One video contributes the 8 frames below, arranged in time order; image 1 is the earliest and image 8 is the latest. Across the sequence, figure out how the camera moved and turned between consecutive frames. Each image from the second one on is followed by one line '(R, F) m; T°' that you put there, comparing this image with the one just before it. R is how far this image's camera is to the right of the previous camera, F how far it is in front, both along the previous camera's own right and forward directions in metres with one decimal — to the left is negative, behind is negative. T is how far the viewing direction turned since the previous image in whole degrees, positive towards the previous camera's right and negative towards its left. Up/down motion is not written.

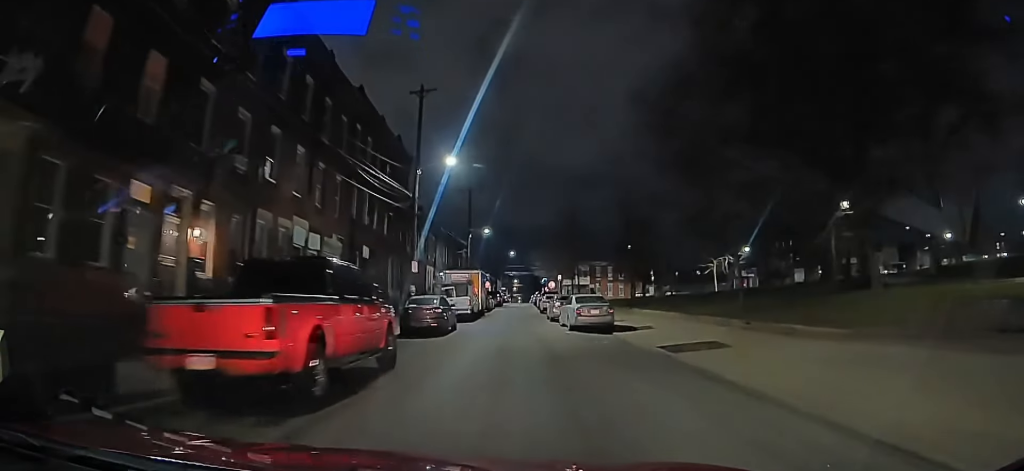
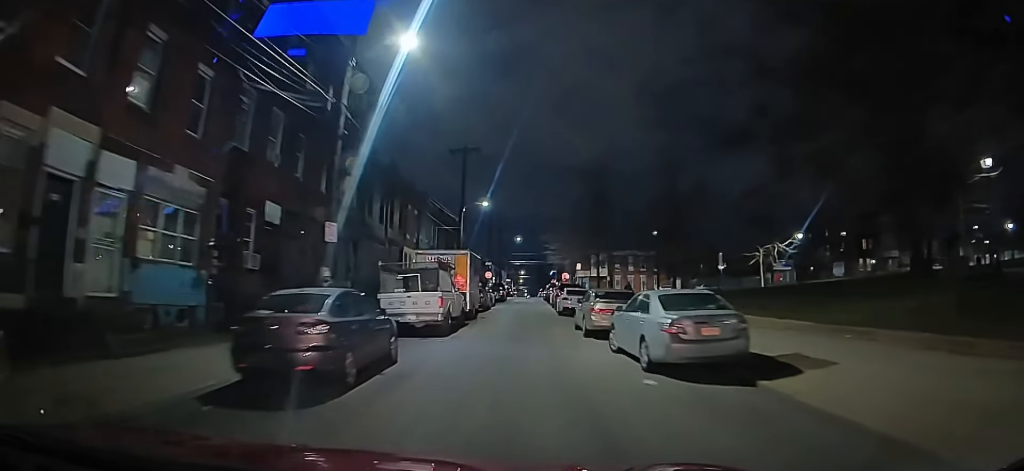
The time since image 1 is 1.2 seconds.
(0.0, +12.2) m; 0°
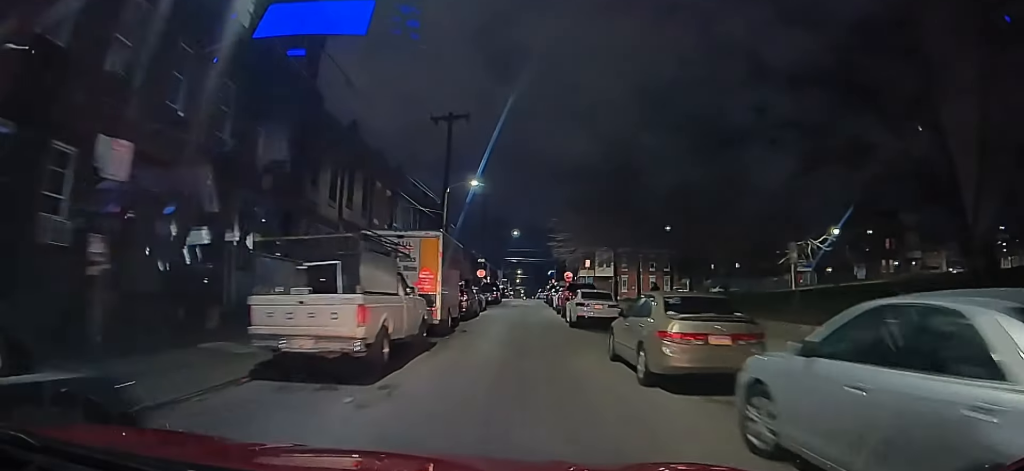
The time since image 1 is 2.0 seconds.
(0.0, +8.2) m; +2°
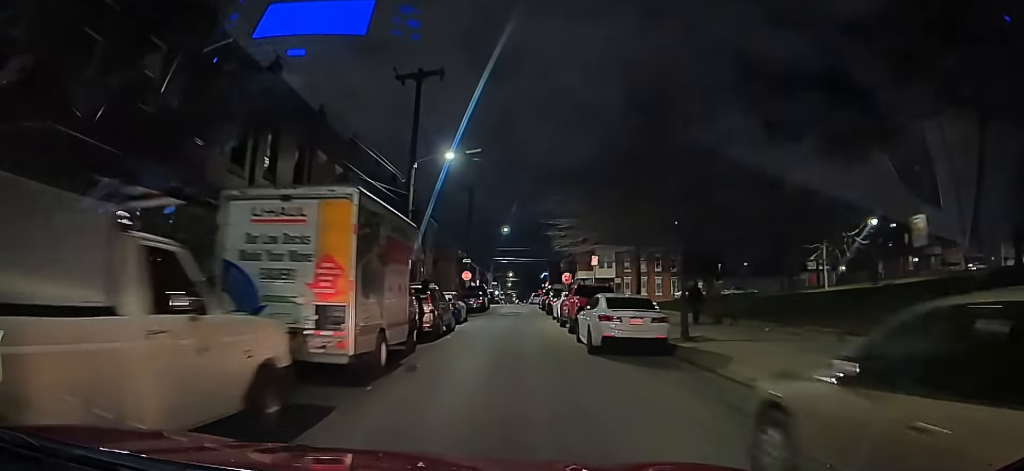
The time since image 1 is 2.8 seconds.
(+0.1, +7.7) m; +2°
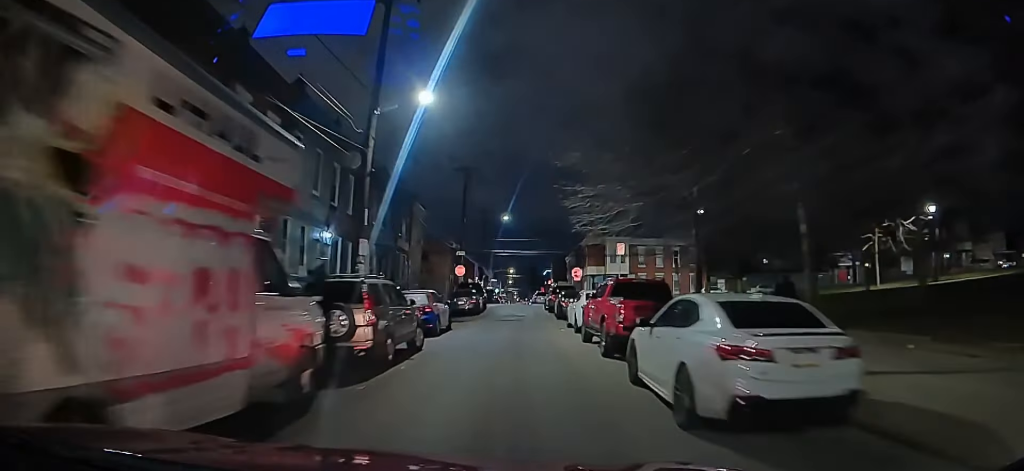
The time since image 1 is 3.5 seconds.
(+0.3, +7.5) m; 0°
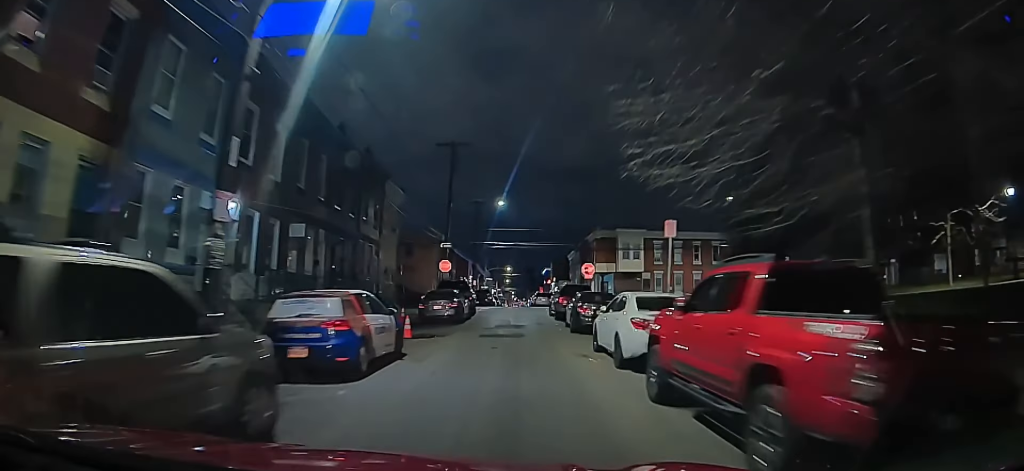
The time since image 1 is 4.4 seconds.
(-0.3, +8.2) m; -4°
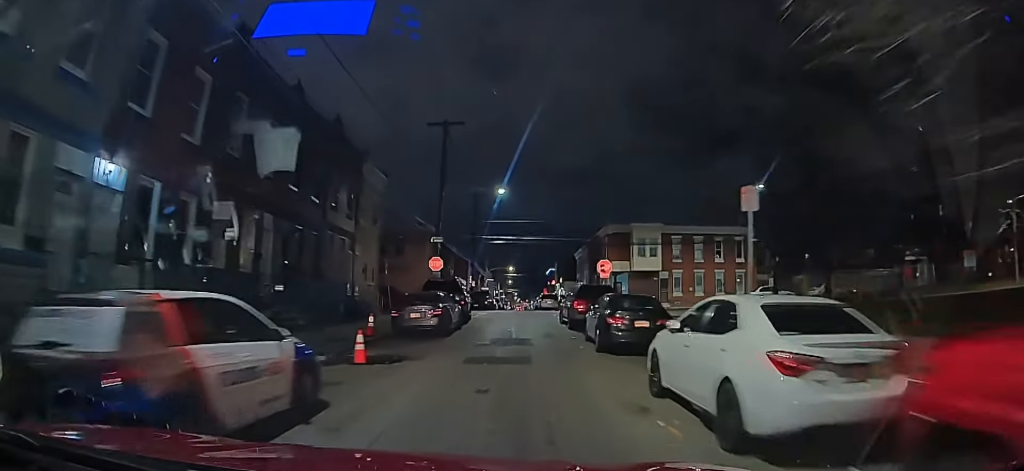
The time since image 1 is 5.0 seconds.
(-0.2, +5.4) m; 0°
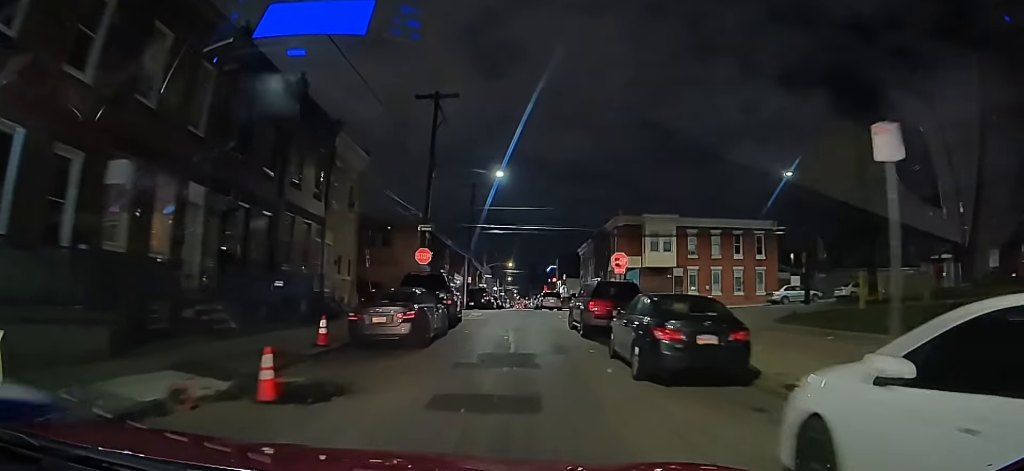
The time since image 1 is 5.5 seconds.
(-0.1, +4.4) m; +1°
